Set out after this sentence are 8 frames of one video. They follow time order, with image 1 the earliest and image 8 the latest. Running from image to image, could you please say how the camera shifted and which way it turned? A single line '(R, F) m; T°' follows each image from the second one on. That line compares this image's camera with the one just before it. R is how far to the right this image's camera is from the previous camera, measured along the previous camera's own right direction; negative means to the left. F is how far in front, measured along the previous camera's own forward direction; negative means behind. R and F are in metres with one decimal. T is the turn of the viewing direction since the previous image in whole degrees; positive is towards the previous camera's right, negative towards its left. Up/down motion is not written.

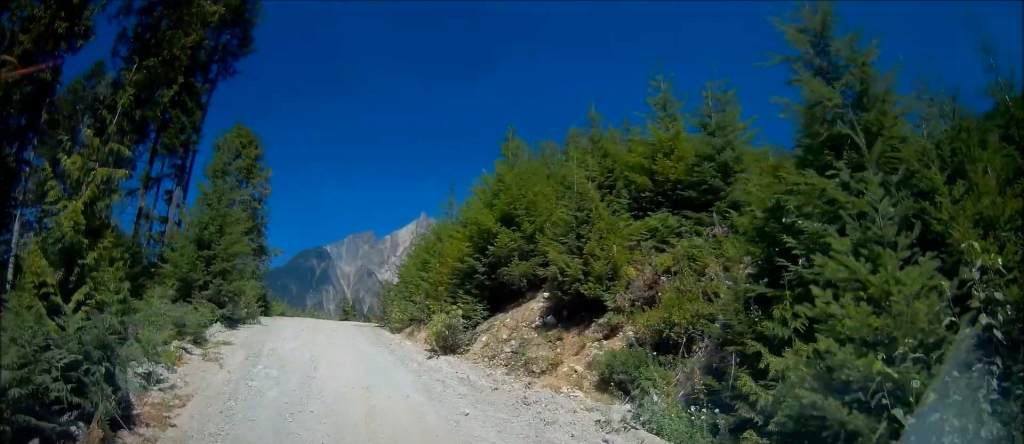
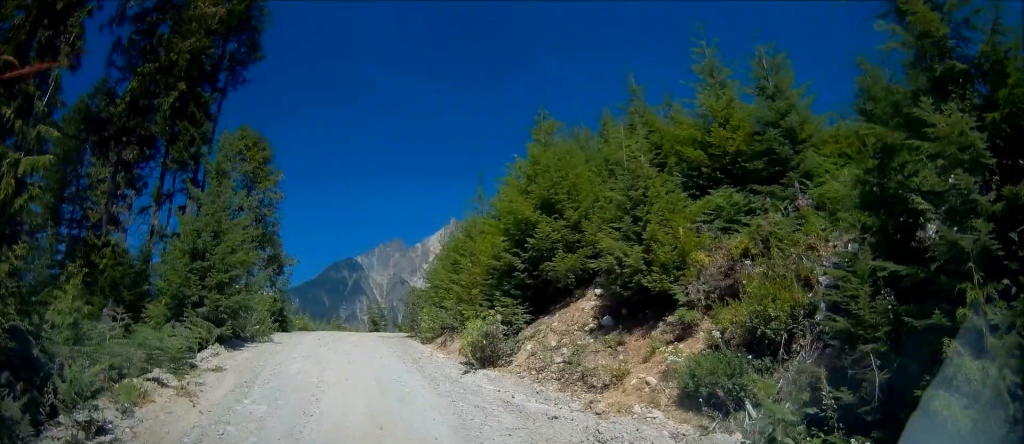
(-0.3, +2.2) m; -5°
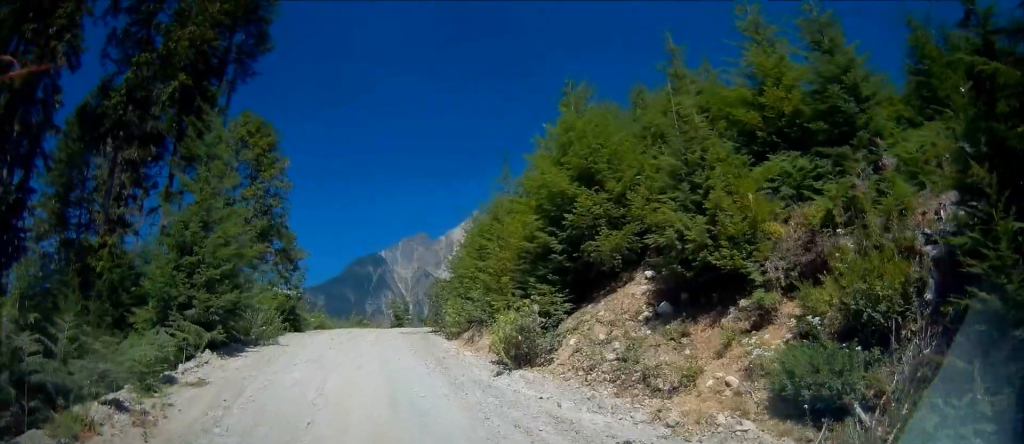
(-0.1, +1.8) m; -4°
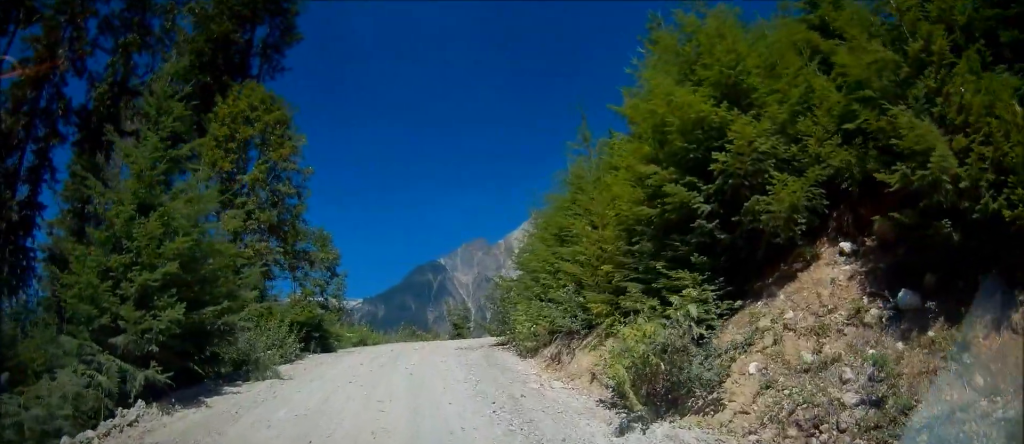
(-0.3, +4.8) m; -11°
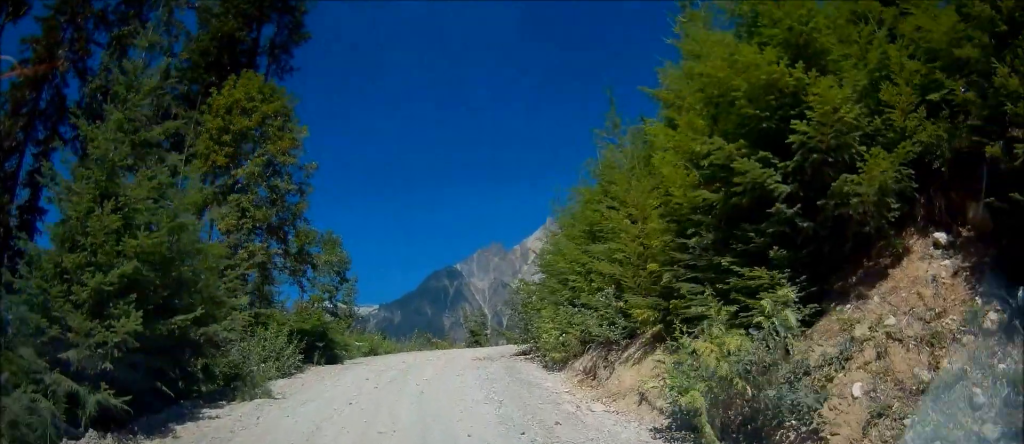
(-0.2, +1.7) m; -4°
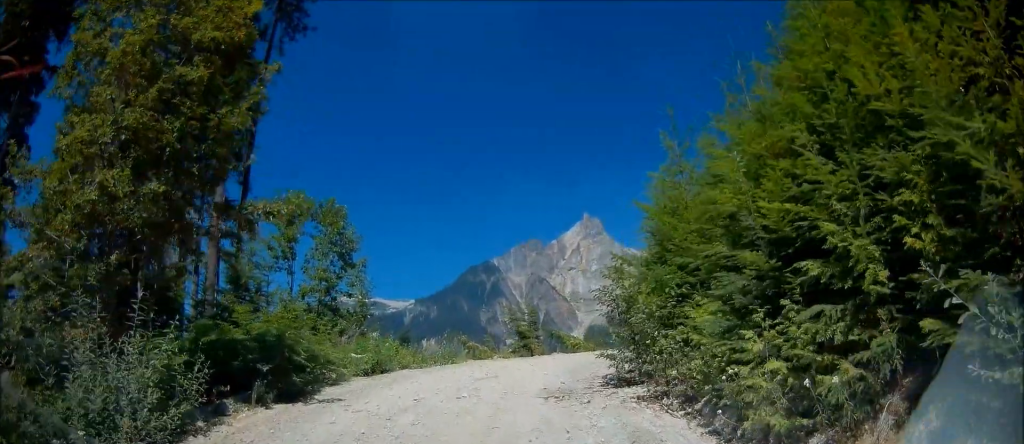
(-1.0, +7.8) m; -10°
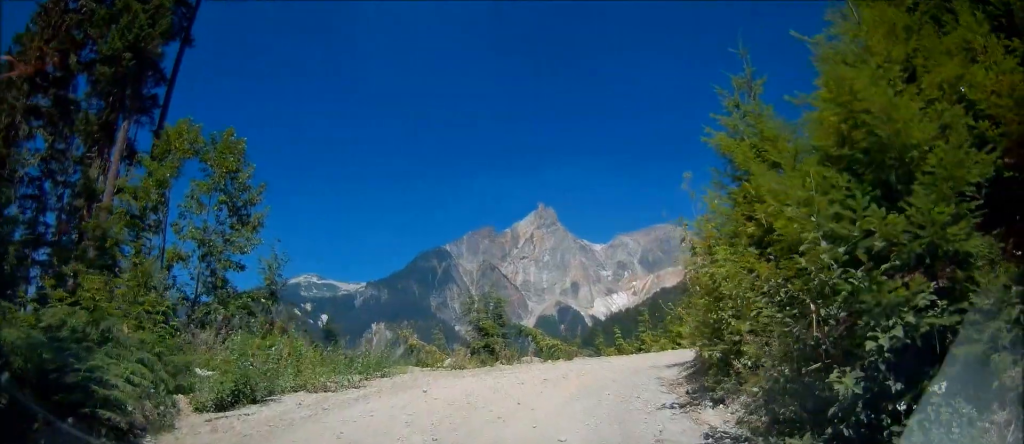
(0.0, +7.2) m; +4°
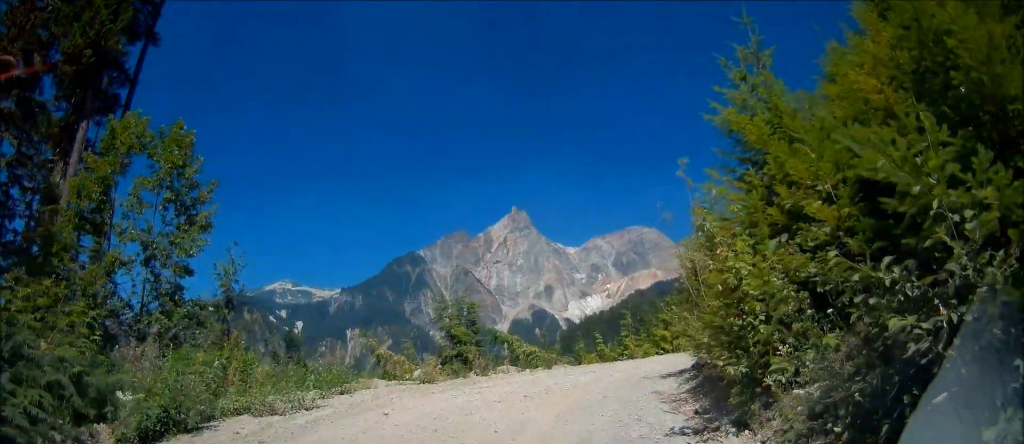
(-0.3, +1.5) m; +4°
